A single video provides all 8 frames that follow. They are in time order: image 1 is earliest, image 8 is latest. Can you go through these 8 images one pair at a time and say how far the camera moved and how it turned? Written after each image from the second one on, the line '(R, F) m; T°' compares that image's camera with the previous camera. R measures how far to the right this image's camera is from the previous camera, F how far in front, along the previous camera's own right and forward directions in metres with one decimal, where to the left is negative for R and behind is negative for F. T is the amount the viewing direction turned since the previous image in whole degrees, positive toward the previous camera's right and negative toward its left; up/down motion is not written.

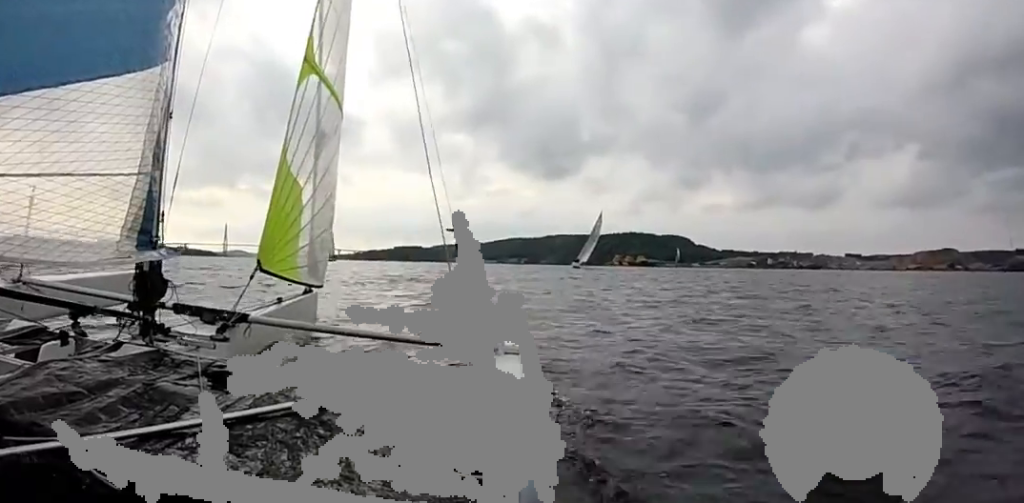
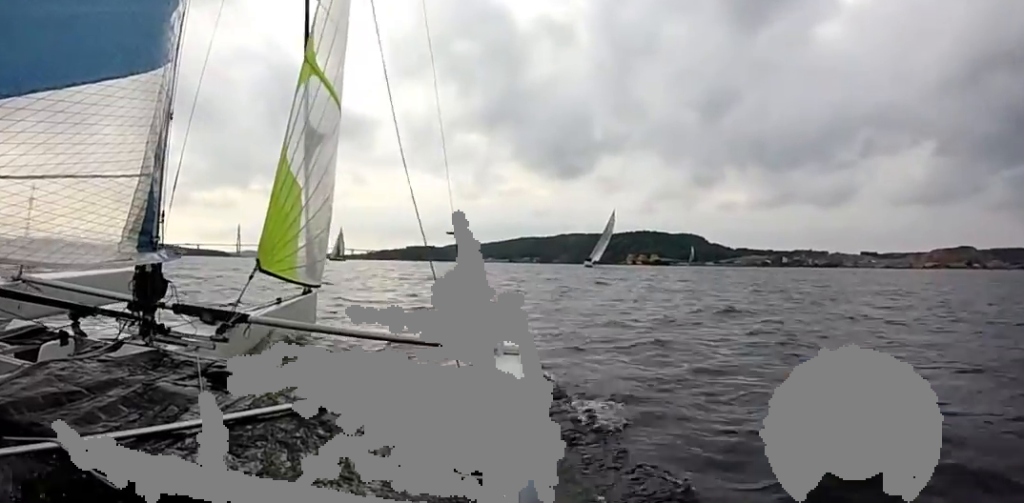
(0.0, +1.9) m; 0°
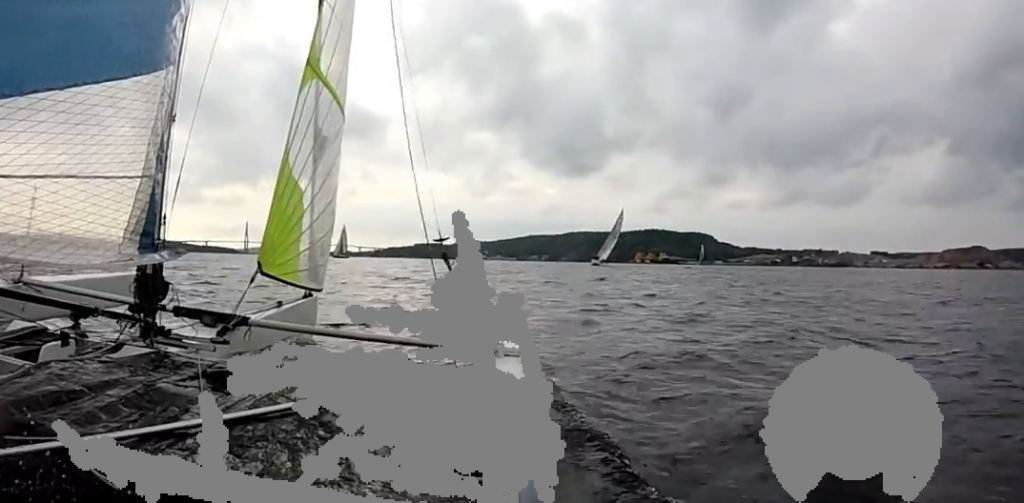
(0.0, +3.5) m; 0°
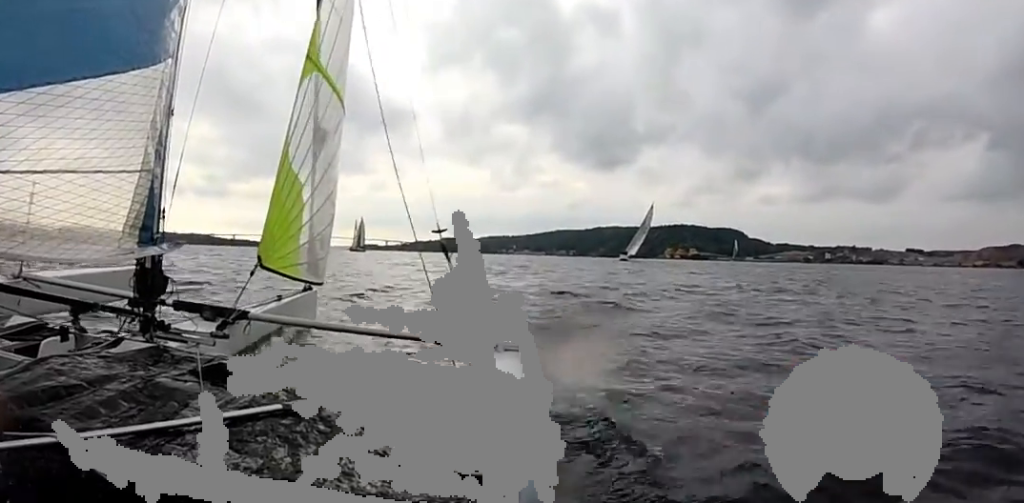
(0.0, +7.2) m; 0°
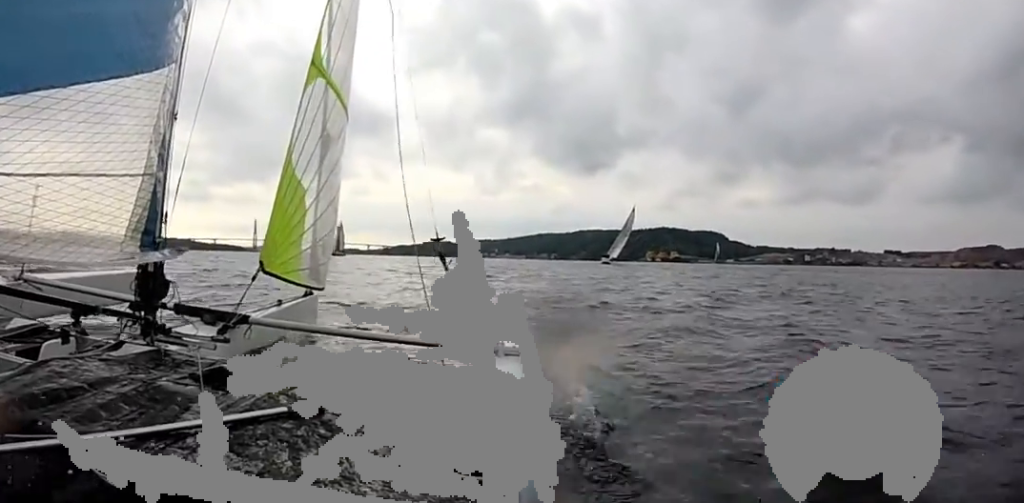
(0.0, +2.2) m; 0°
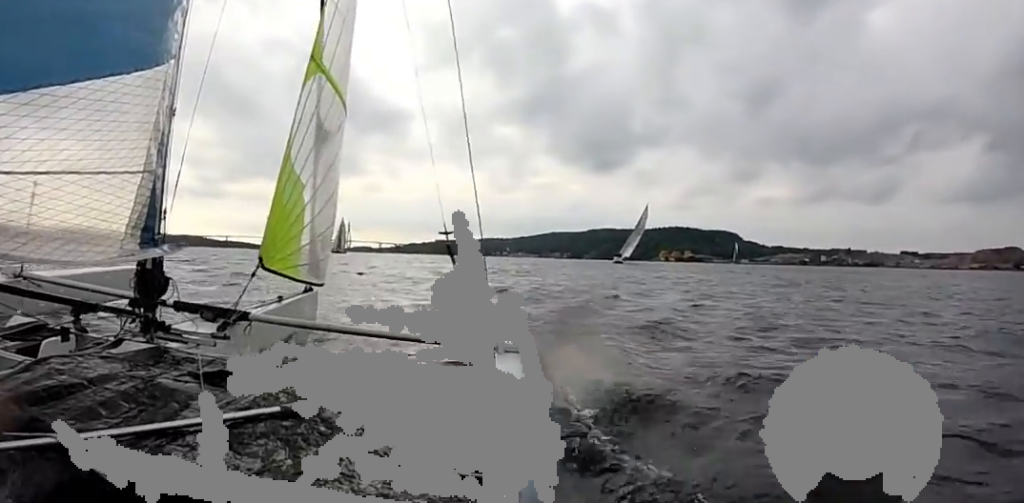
(0.0, +7.4) m; 0°
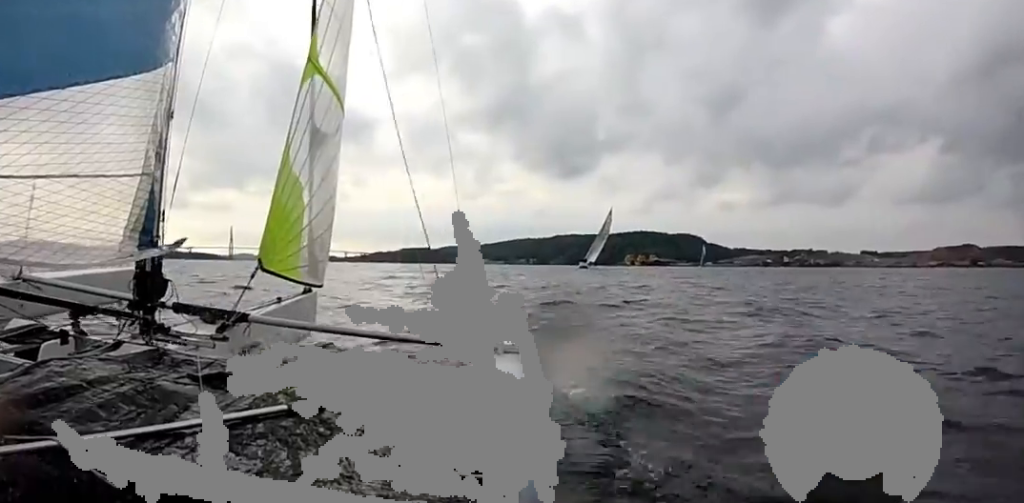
(0.0, +5.3) m; 0°
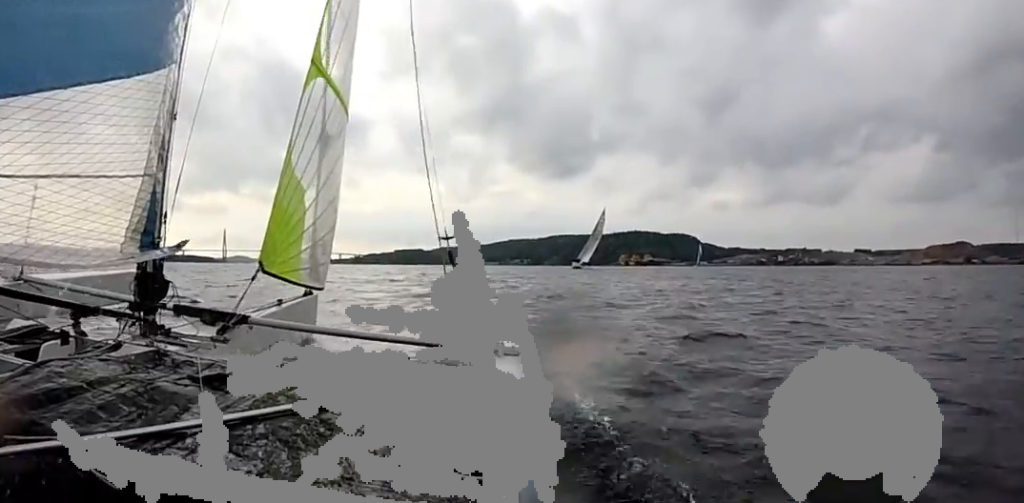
(0.0, +3.5) m; 0°
